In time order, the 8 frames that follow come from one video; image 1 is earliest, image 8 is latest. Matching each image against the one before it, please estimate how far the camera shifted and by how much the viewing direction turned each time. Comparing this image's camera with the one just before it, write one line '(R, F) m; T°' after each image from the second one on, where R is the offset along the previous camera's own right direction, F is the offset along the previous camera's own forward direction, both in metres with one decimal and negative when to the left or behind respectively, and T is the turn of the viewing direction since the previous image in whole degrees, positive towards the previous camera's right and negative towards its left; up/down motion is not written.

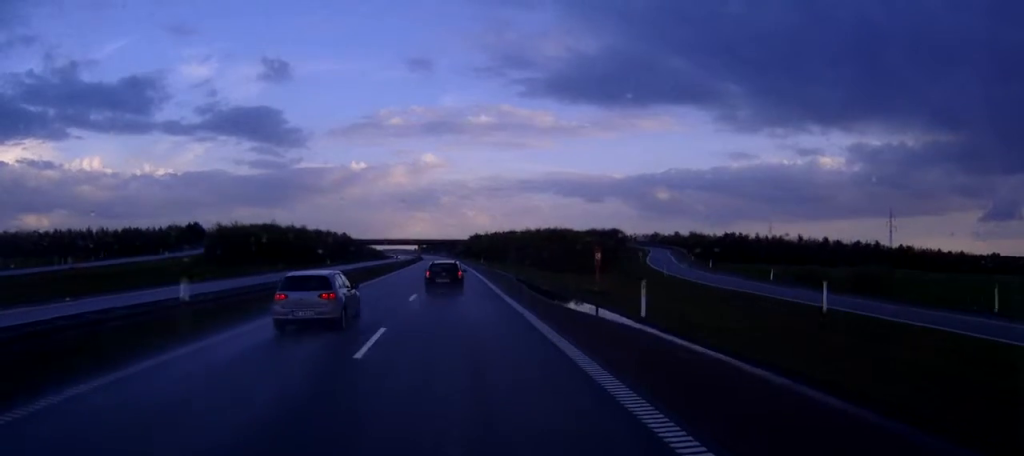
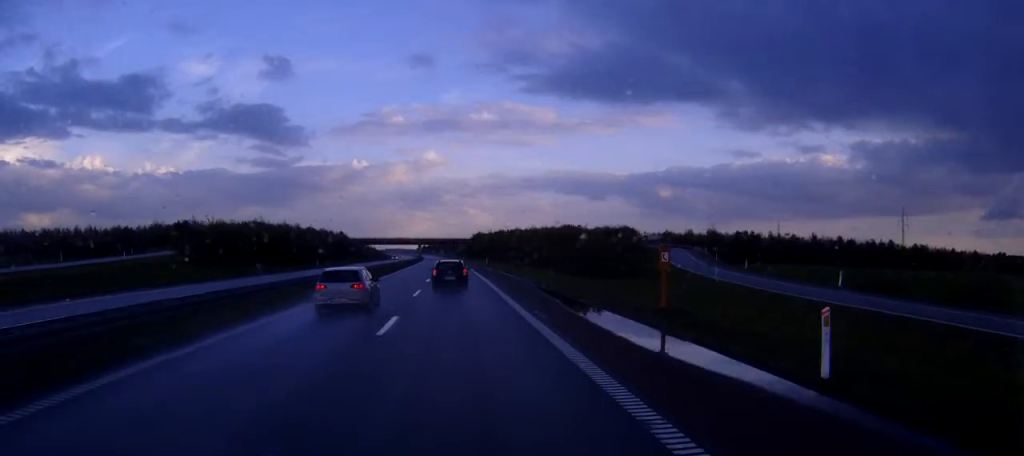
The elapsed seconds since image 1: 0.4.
(0.0, +11.2) m; 0°
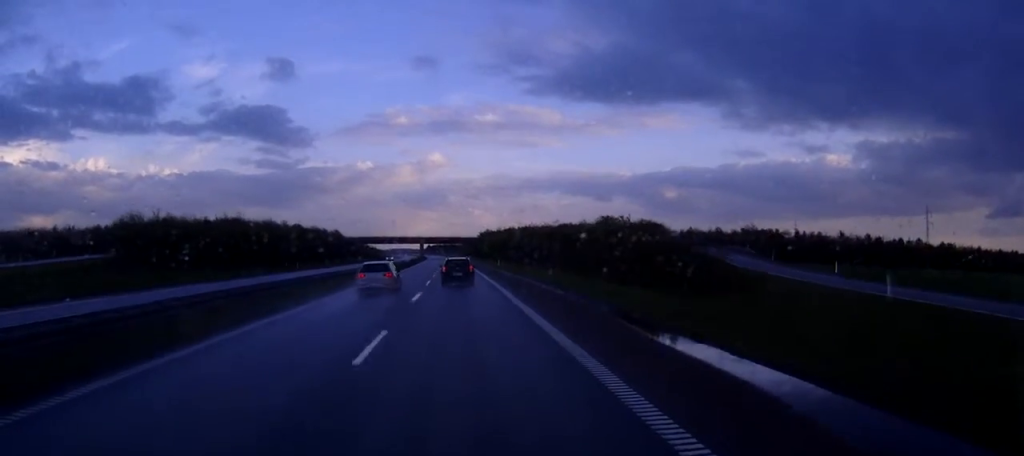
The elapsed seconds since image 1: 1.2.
(-0.1, +19.7) m; 0°
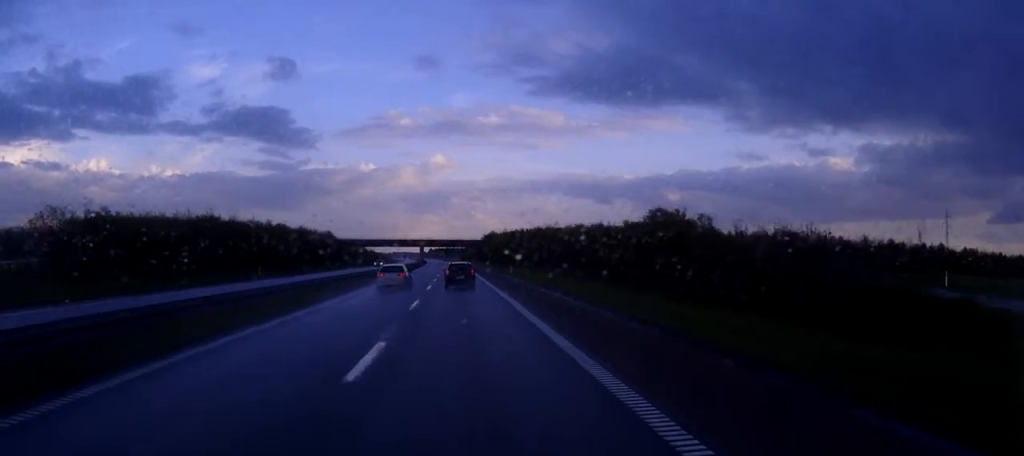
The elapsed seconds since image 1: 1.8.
(0.0, +16.3) m; 0°
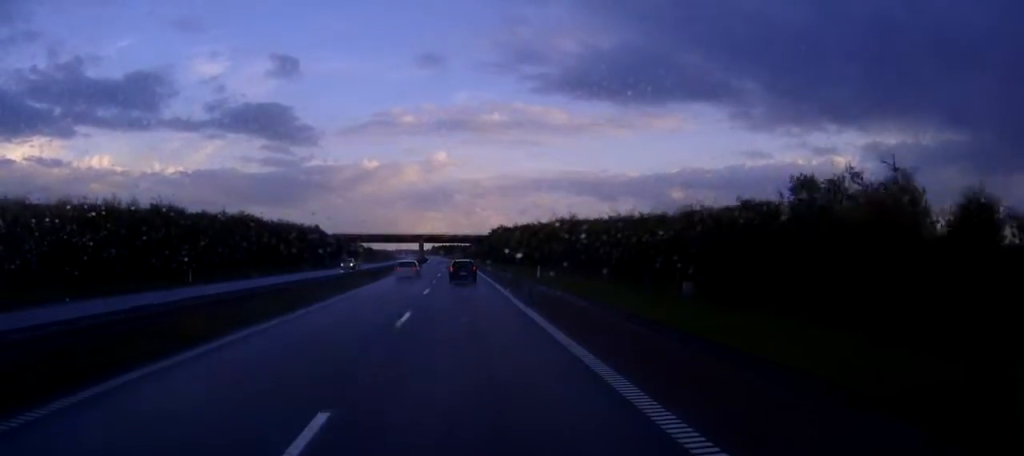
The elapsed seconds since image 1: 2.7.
(-0.1, +22.2) m; 0°
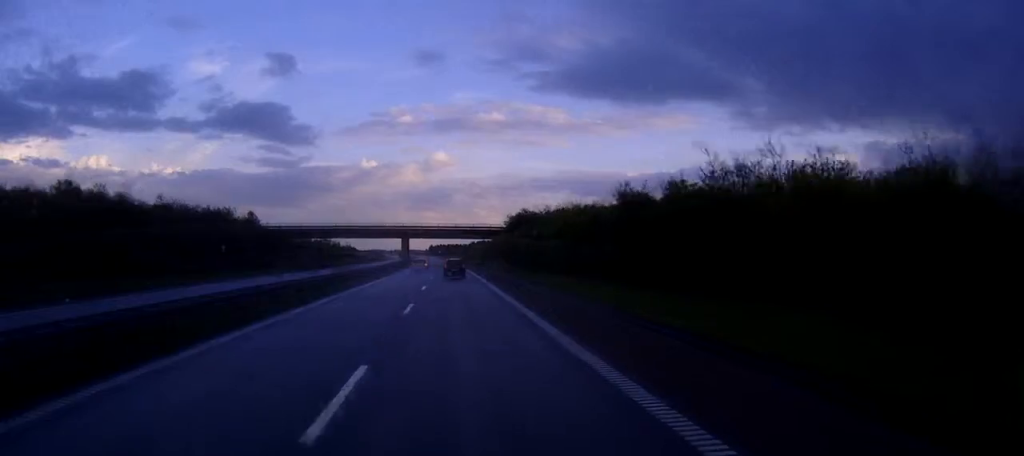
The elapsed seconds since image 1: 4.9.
(0.0, +56.7) m; 0°
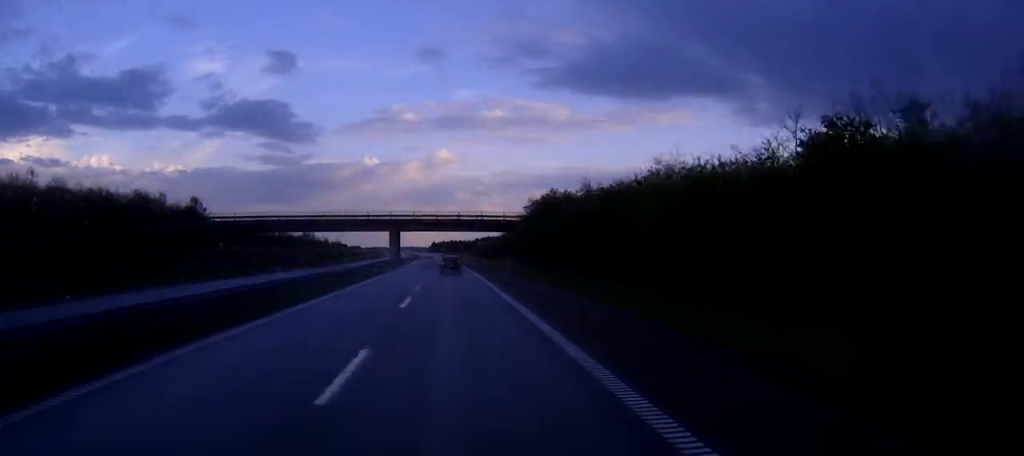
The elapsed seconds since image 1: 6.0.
(0.0, +28.5) m; 0°
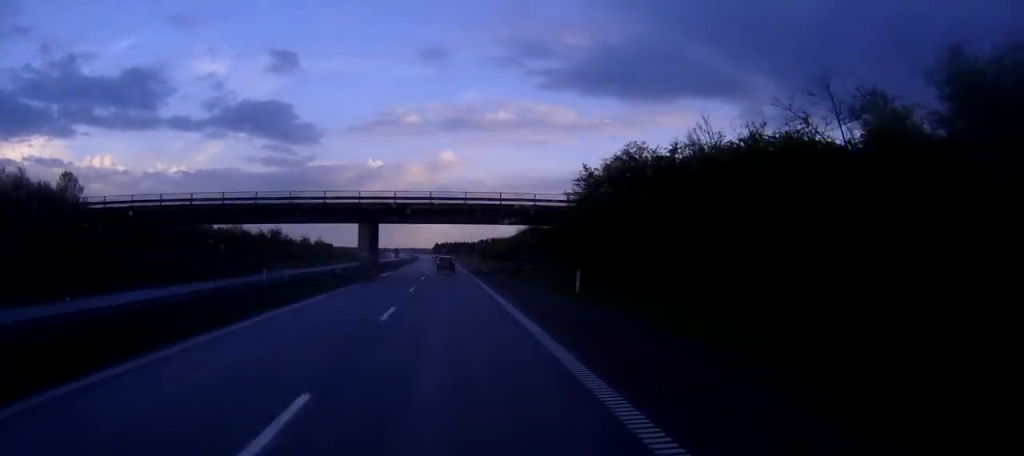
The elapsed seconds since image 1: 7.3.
(-0.1, +34.6) m; 0°
